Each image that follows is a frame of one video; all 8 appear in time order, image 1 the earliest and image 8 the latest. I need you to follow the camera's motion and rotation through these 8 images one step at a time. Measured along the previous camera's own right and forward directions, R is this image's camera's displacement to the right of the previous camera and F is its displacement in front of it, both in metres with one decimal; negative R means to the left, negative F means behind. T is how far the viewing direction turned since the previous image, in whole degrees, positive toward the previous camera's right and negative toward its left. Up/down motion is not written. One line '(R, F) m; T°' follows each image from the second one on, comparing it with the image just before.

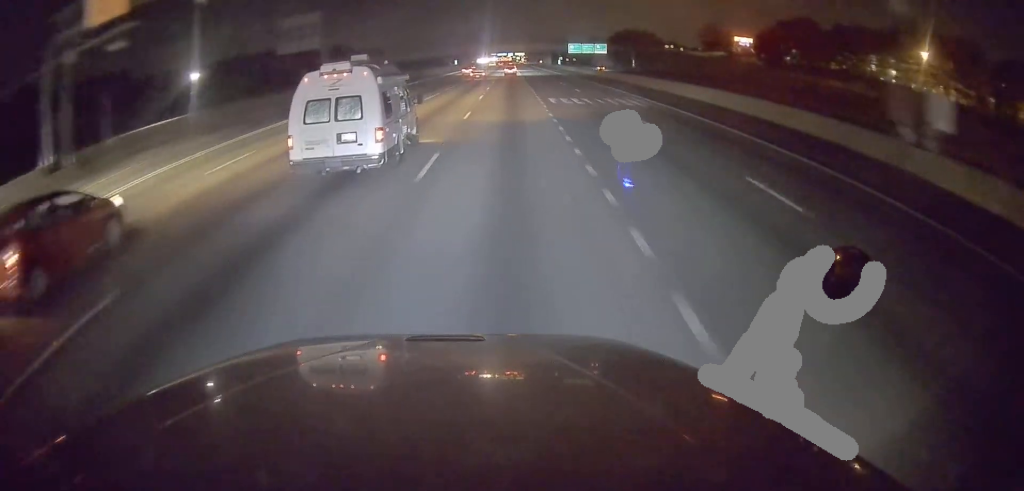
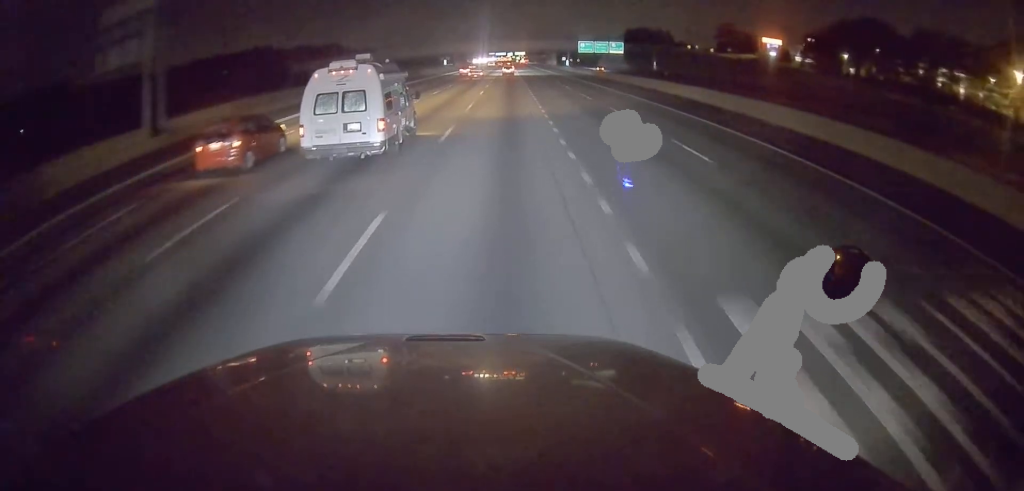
(-0.4, +31.1) m; 0°
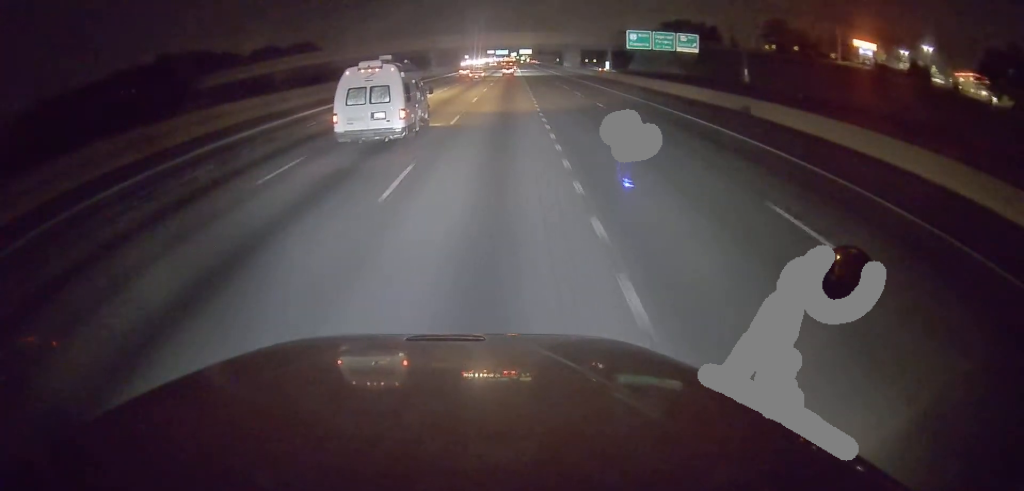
(+0.6, +68.2) m; -1°
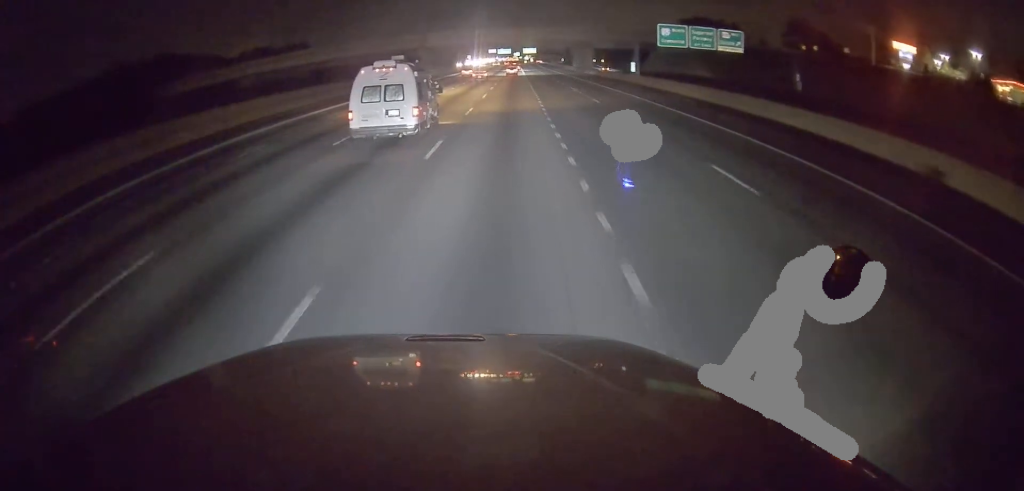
(-0.1, +20.1) m; 0°
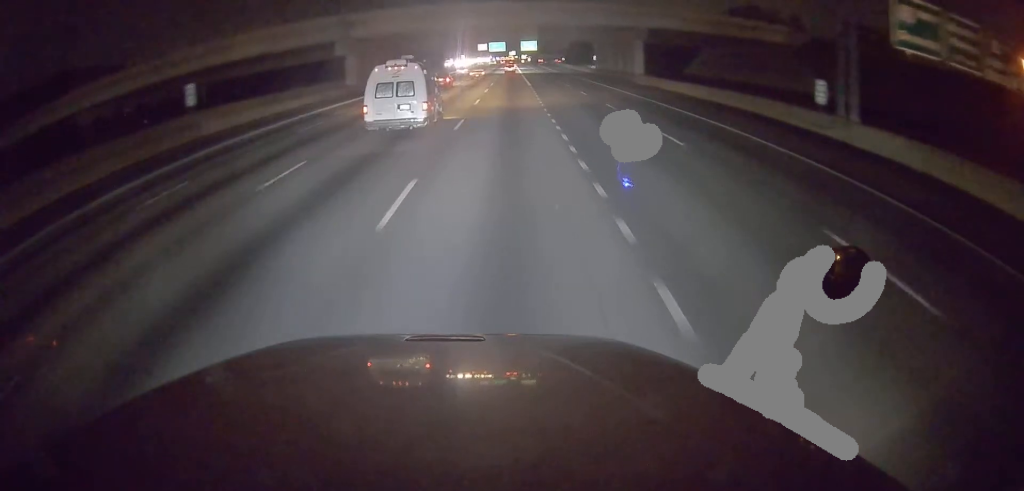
(+0.6, +54.7) m; +1°
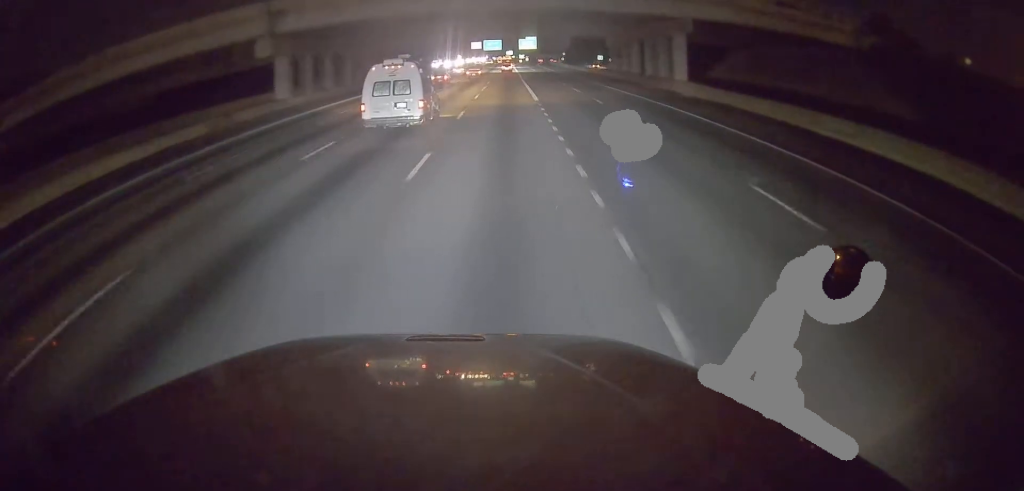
(+0.3, +20.6) m; 0°
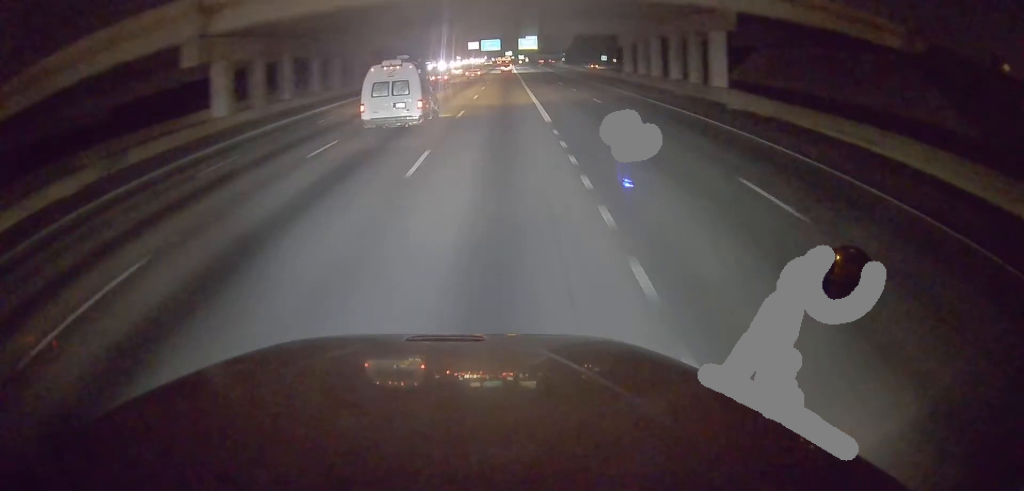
(-0.2, +11.9) m; 0°
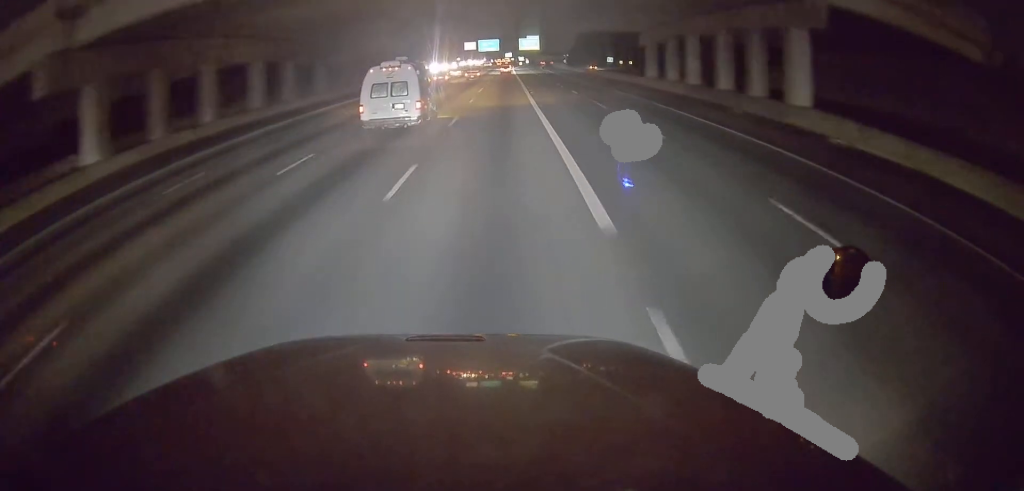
(-0.1, +13.8) m; 0°
